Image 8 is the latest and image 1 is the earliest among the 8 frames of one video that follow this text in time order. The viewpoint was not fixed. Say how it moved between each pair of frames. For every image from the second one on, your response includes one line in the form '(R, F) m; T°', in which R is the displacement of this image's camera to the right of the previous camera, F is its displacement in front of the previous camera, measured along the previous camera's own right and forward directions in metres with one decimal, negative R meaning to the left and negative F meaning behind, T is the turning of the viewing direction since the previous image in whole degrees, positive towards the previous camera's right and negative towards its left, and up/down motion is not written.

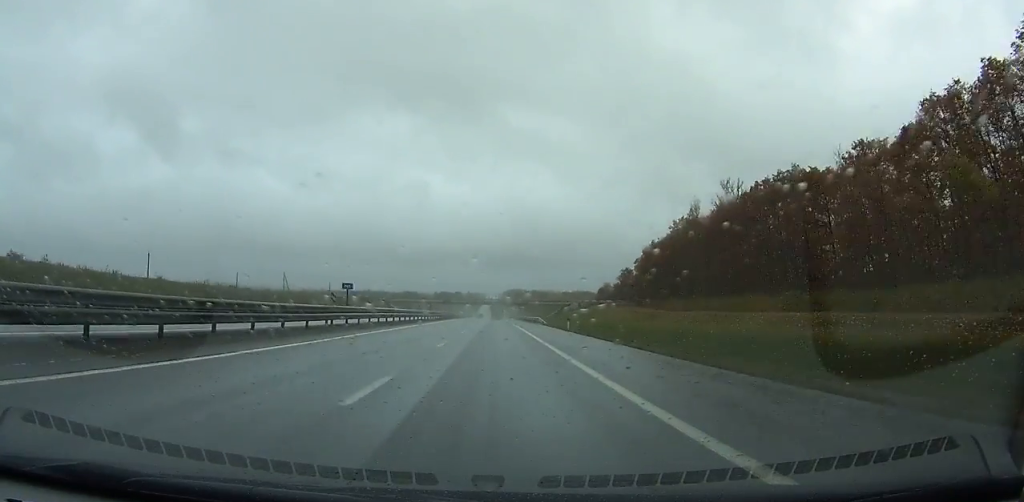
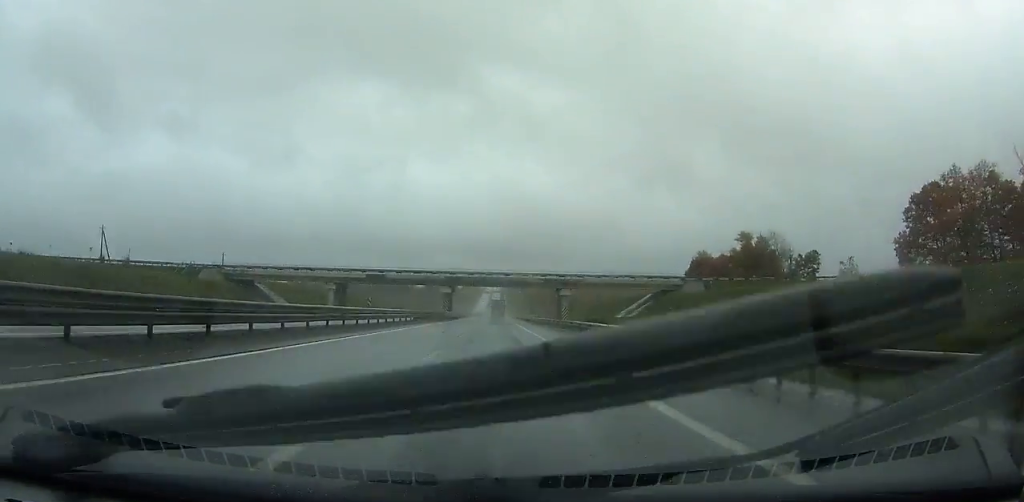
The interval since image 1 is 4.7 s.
(-0.1, +138.4) m; 0°
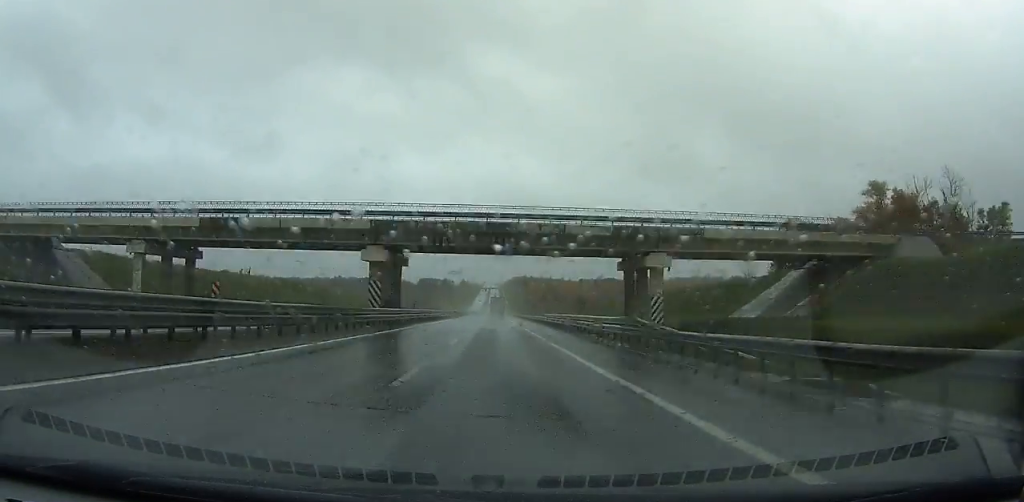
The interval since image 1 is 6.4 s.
(0.0, +51.4) m; 0°
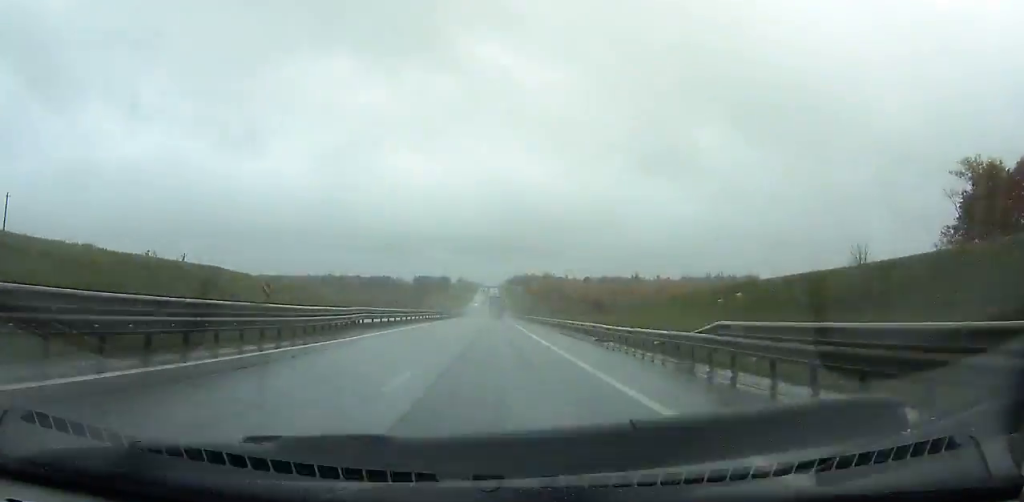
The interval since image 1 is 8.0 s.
(-0.1, +49.1) m; 0°
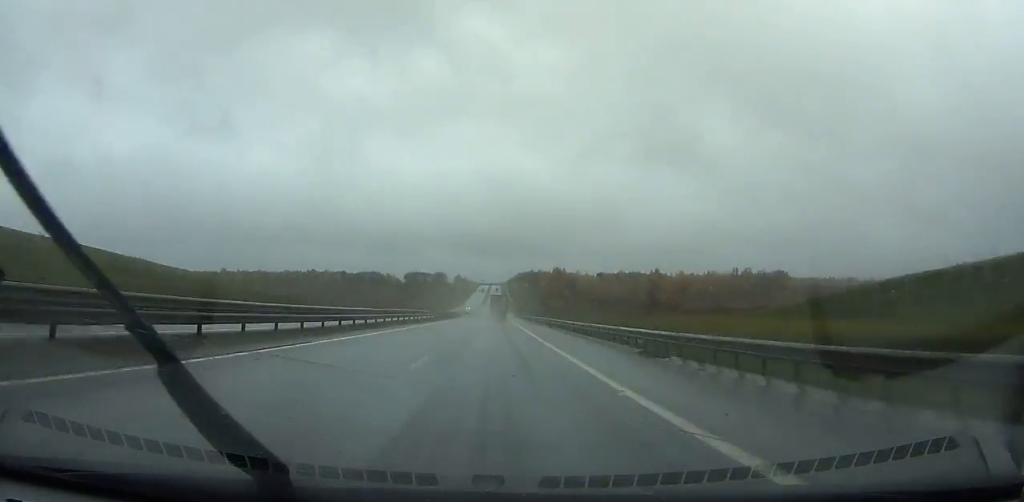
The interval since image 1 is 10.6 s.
(0.0, +81.0) m; 0°
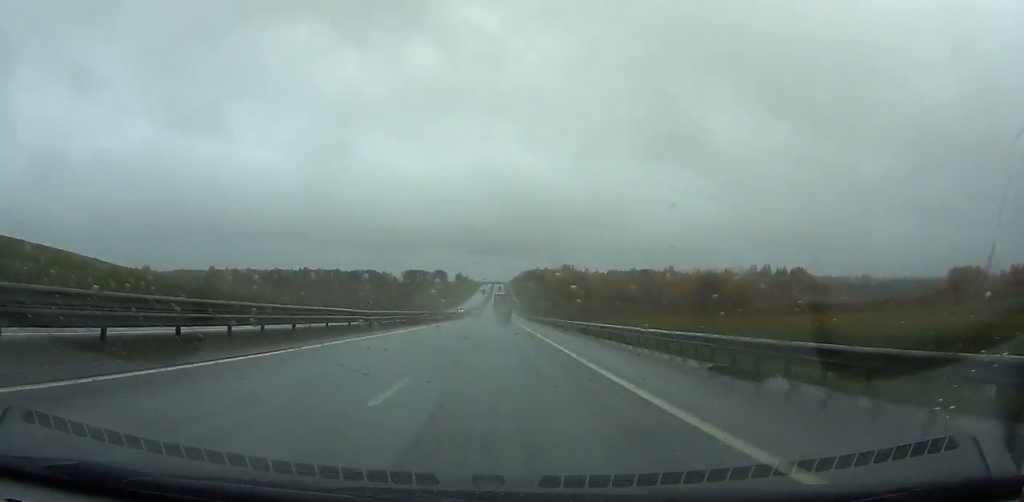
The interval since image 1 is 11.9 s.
(+0.1, +40.6) m; 0°
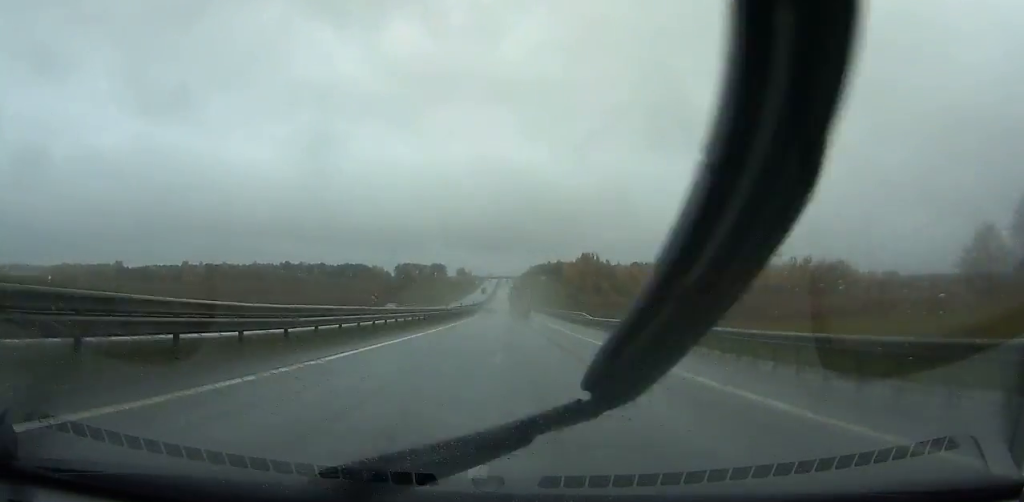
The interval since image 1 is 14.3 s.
(-0.6, +75.3) m; 0°
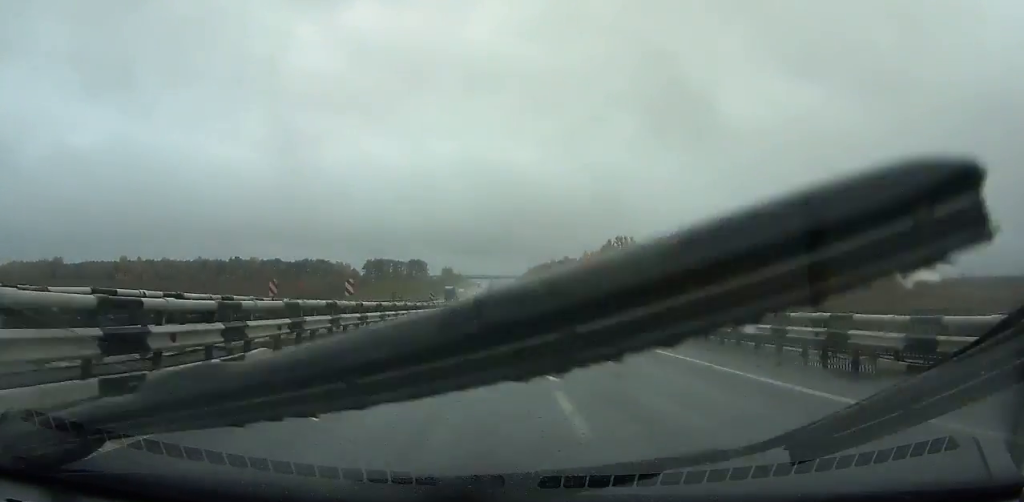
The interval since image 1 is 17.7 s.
(+0.4, +105.0) m; 0°
